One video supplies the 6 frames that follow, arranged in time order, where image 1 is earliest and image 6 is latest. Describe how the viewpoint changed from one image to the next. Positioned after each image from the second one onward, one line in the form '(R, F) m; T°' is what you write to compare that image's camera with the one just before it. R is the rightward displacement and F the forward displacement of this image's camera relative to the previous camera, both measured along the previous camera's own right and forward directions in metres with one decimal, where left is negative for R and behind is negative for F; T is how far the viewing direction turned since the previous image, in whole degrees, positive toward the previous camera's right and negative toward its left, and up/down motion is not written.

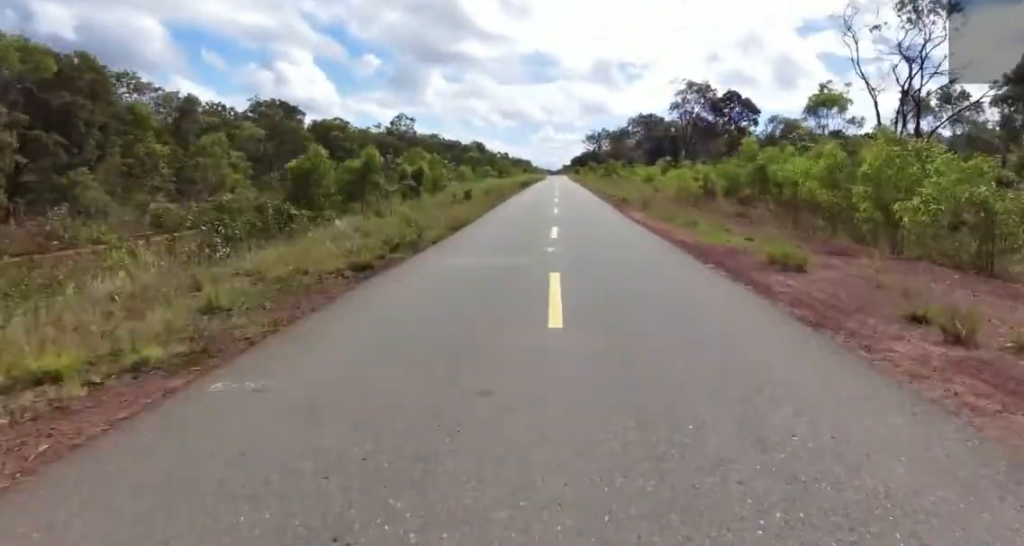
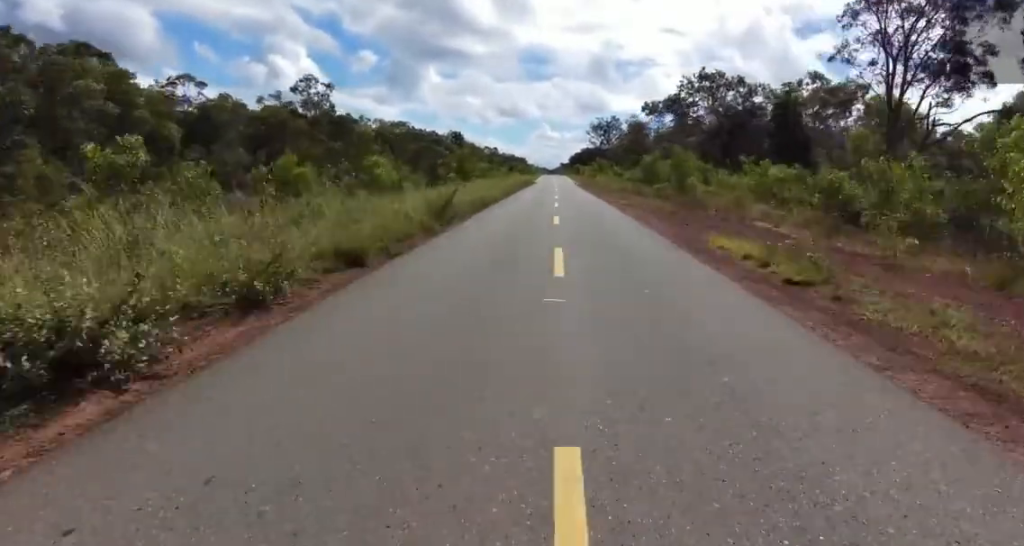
(-1.6, +55.3) m; -1°
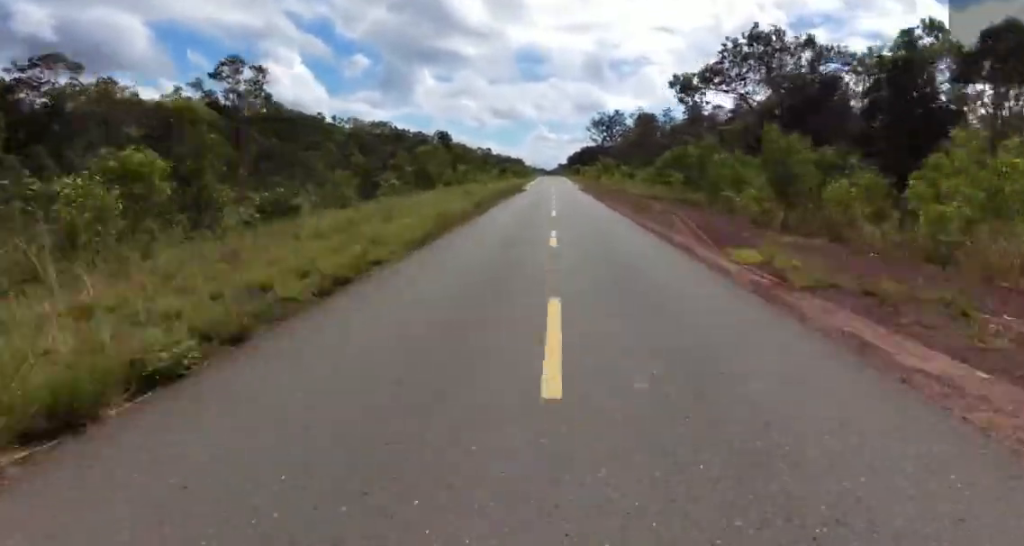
(+0.7, +20.8) m; +1°
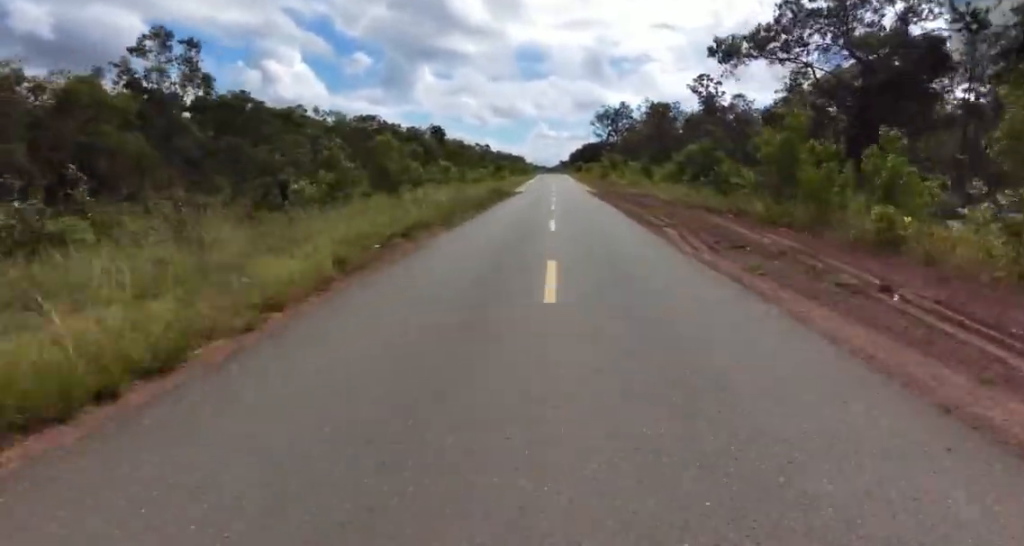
(+0.7, +14.2) m; 0°
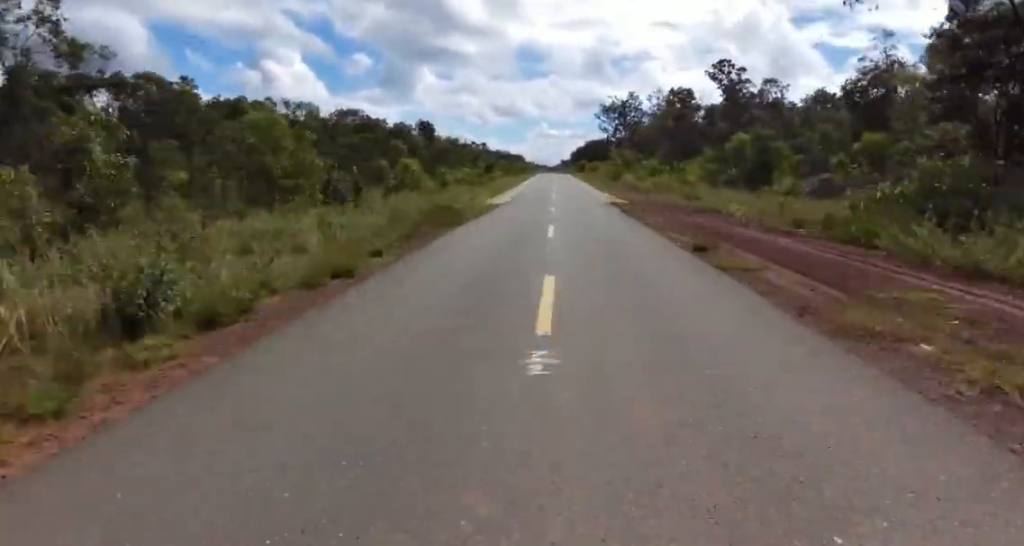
(-1.4, +18.7) m; 0°
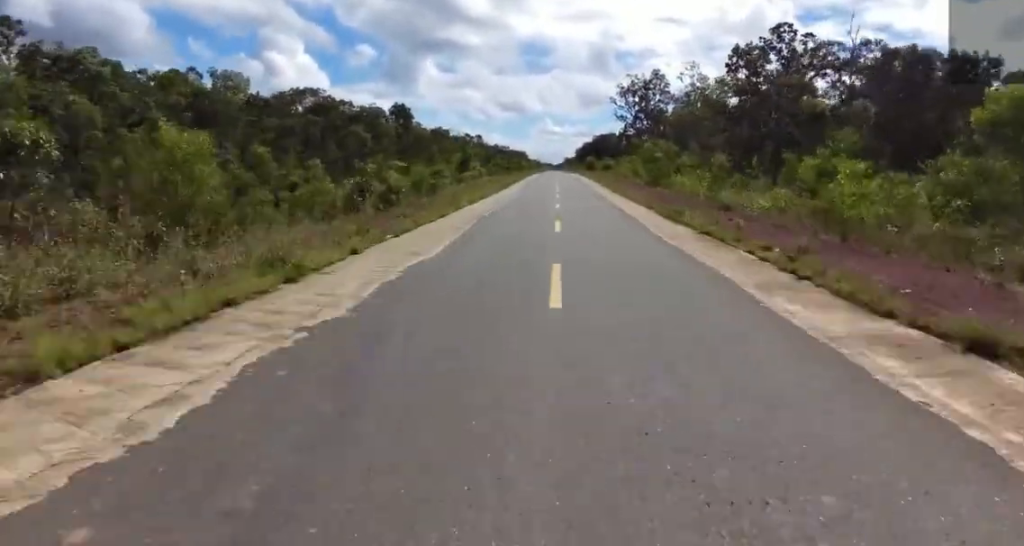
(+1.1, +32.0) m; 0°
